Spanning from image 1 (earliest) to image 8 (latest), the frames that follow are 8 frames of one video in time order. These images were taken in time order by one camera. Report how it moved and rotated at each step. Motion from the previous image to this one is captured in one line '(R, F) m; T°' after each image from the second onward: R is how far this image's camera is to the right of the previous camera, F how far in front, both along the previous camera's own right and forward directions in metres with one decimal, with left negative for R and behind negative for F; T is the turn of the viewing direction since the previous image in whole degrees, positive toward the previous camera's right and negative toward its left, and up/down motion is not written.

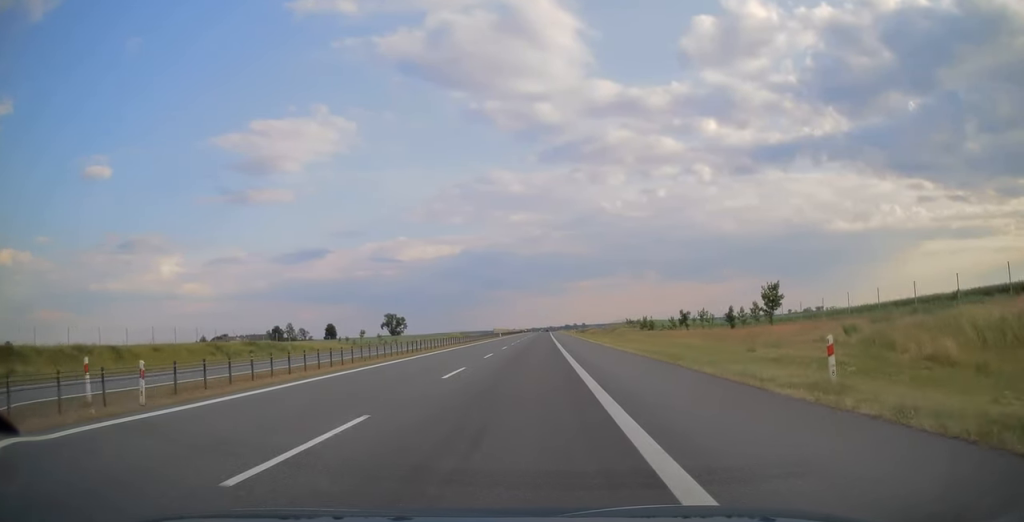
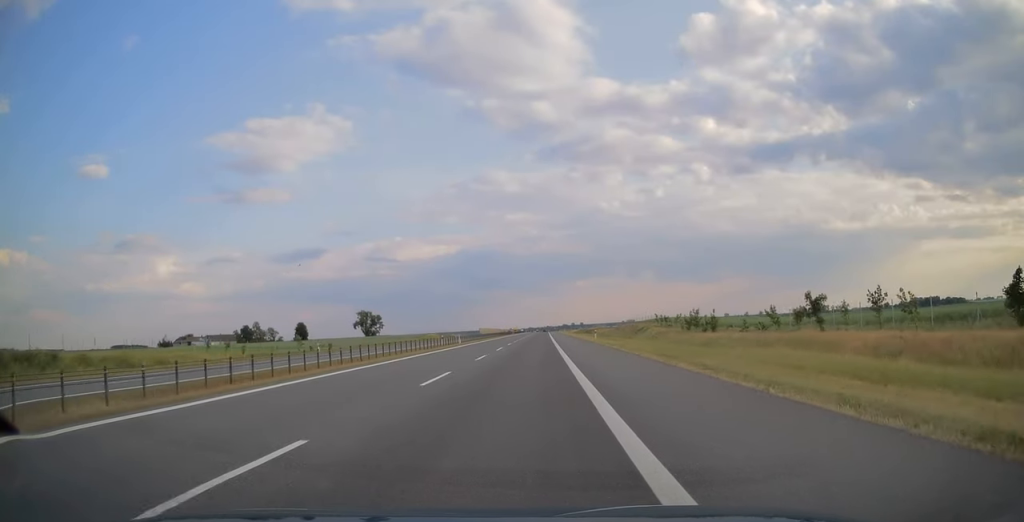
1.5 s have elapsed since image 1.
(+0.3, +50.2) m; 0°
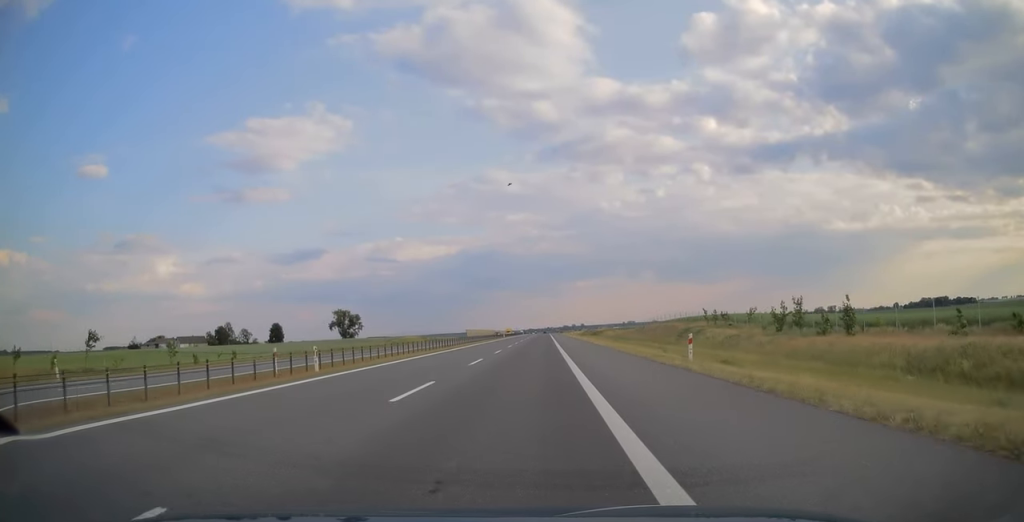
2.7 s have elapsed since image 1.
(0.0, +38.8) m; 0°
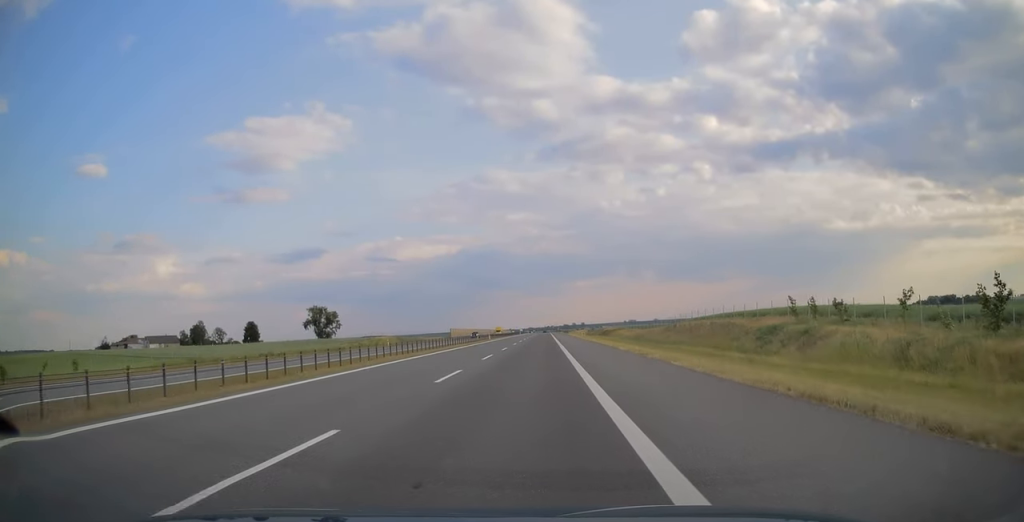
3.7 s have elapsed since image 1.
(0.0, +32.3) m; 0°
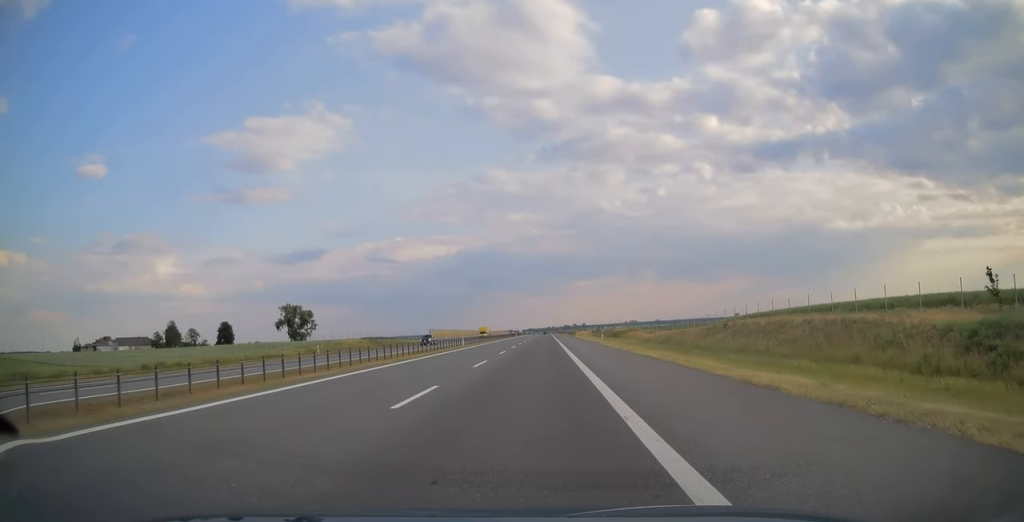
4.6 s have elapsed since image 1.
(0.0, +28.9) m; 0°
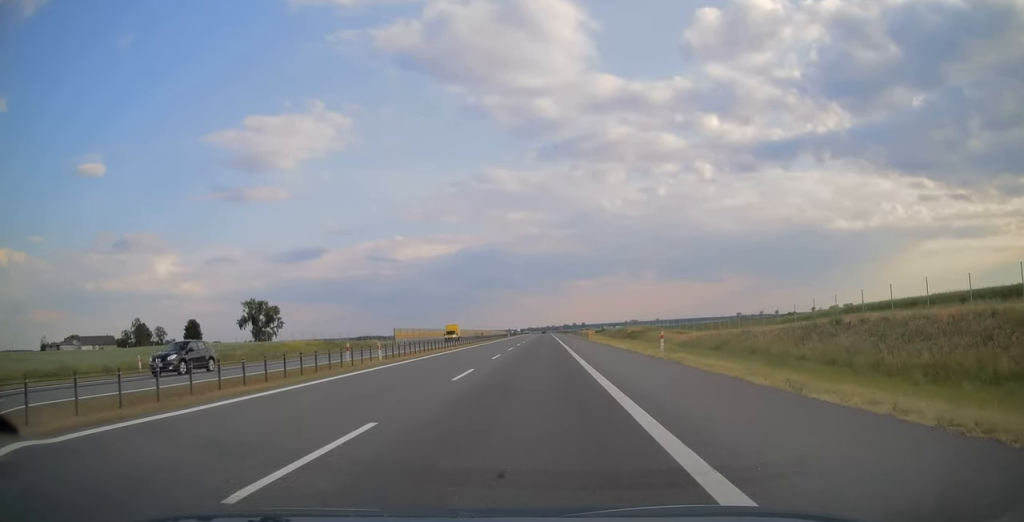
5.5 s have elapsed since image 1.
(0.0, +29.9) m; 0°
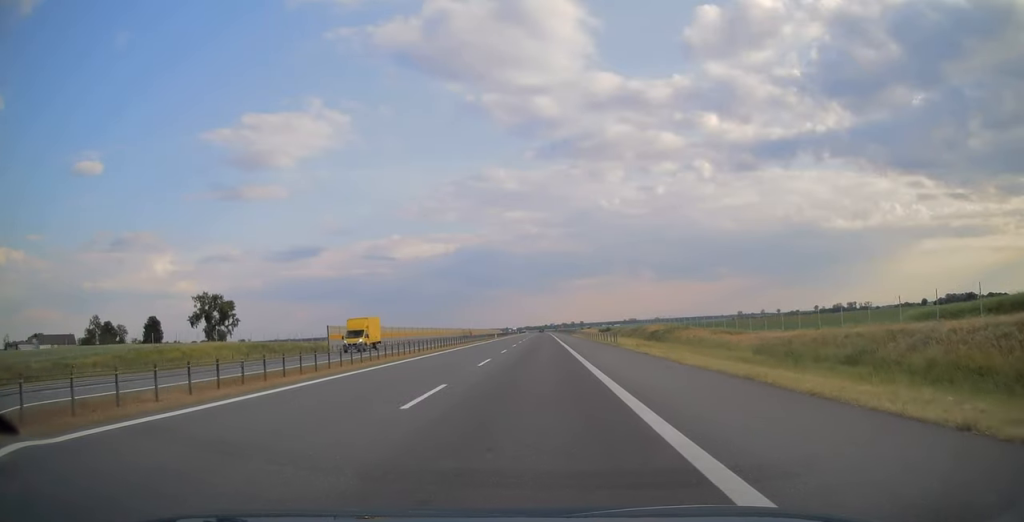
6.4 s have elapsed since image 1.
(0.0, +30.0) m; 0°
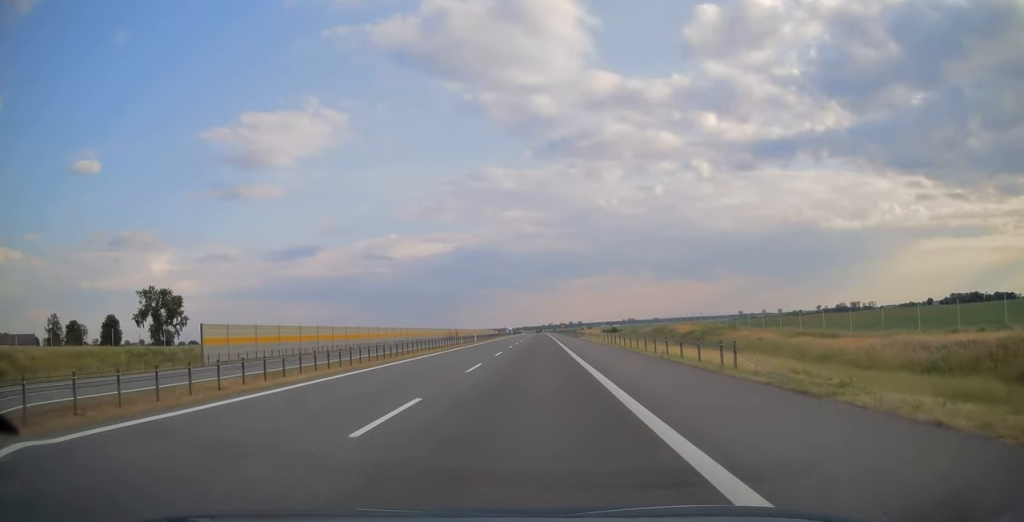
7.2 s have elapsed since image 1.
(0.0, +26.8) m; 0°
